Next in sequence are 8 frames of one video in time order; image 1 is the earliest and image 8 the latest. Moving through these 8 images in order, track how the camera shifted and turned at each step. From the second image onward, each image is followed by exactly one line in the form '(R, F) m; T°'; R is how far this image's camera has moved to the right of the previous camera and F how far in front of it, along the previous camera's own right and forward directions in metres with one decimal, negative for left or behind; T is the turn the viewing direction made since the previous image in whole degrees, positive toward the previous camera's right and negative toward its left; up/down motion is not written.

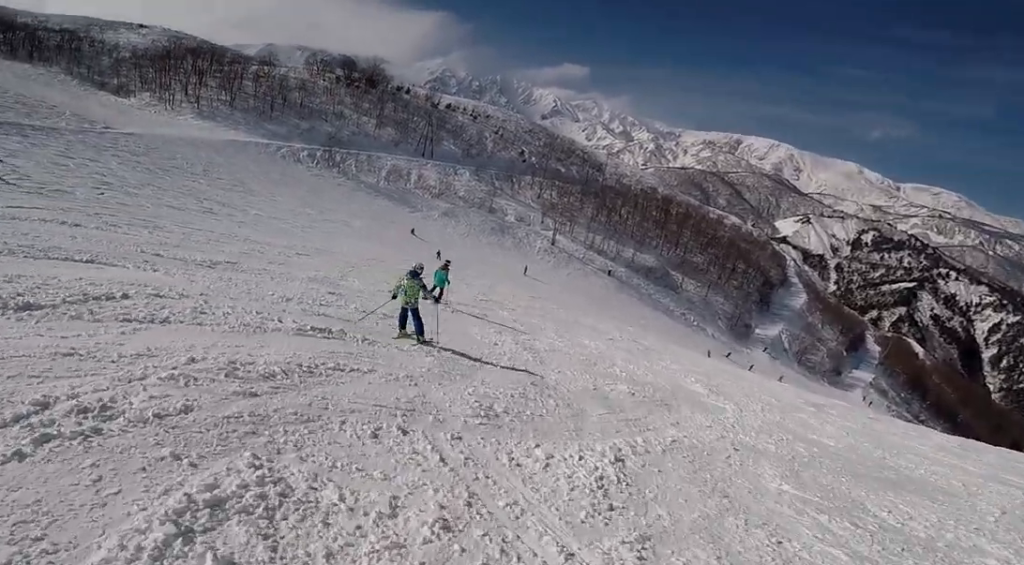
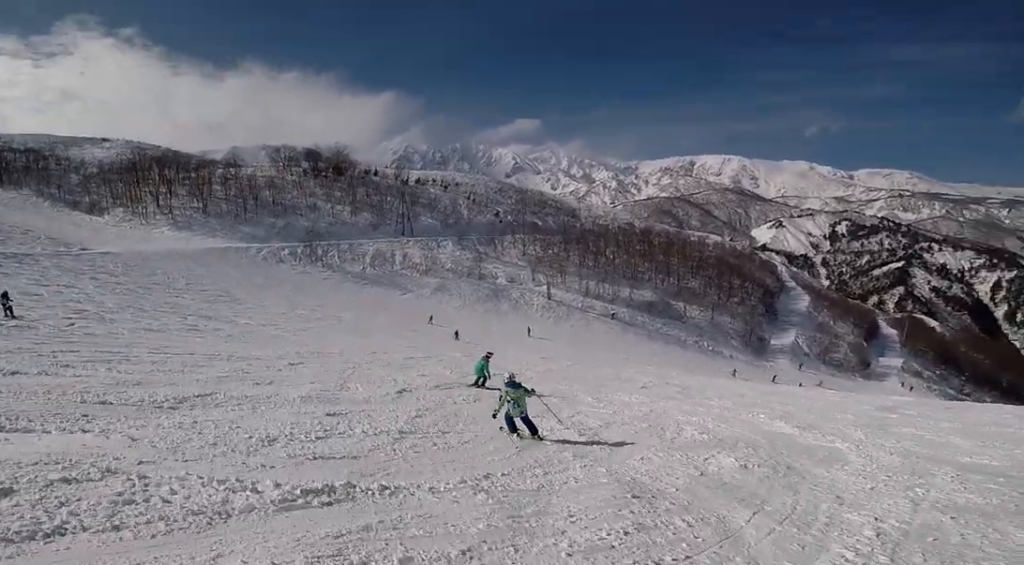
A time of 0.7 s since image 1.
(0.0, +2.6) m; +1°
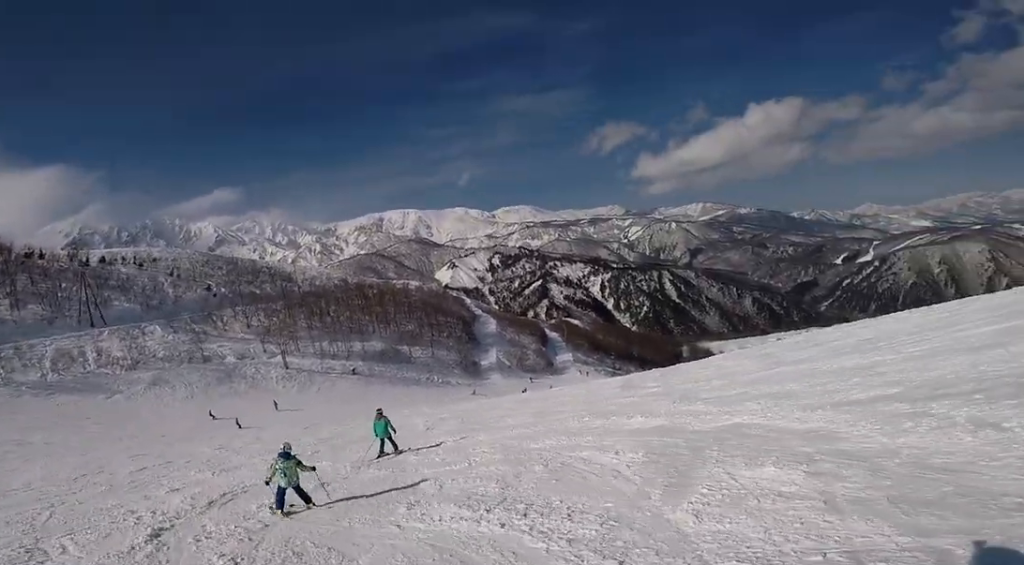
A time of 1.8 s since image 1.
(+0.1, +4.6) m; +18°
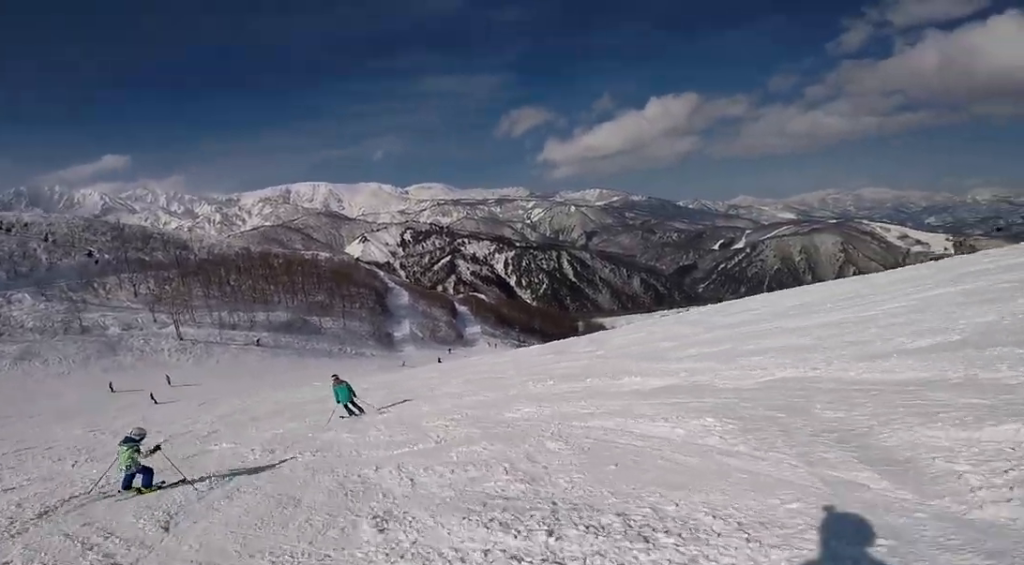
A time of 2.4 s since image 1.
(+0.6, +2.3) m; +11°
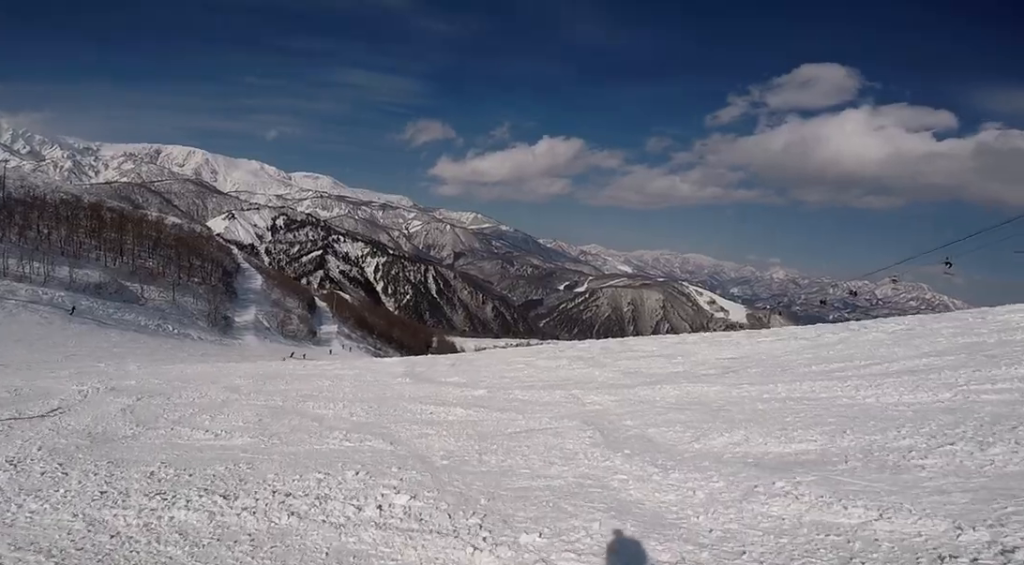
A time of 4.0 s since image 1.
(+1.0, +6.7) m; +4°
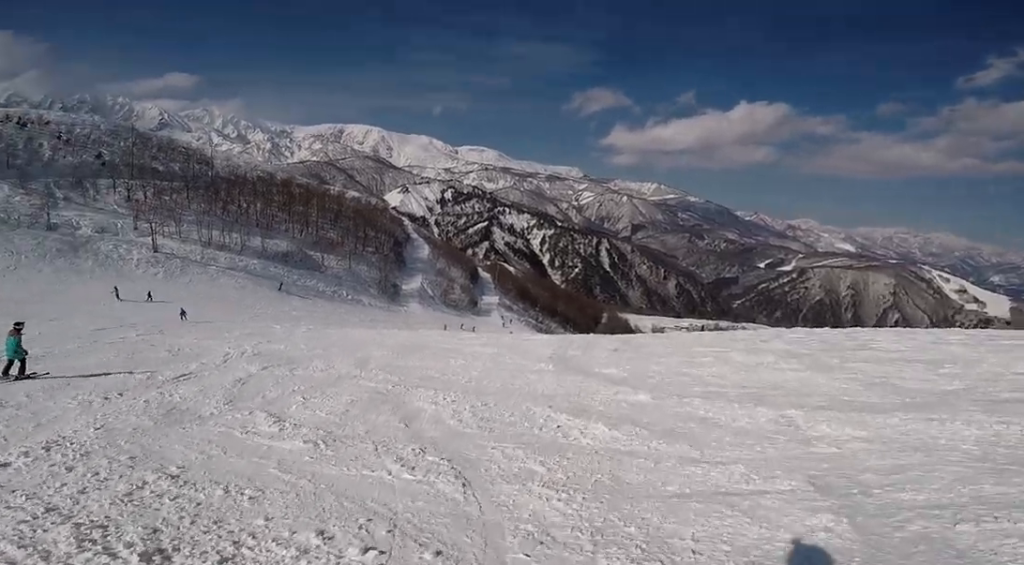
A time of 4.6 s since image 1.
(+0.1, +2.2) m; -11°
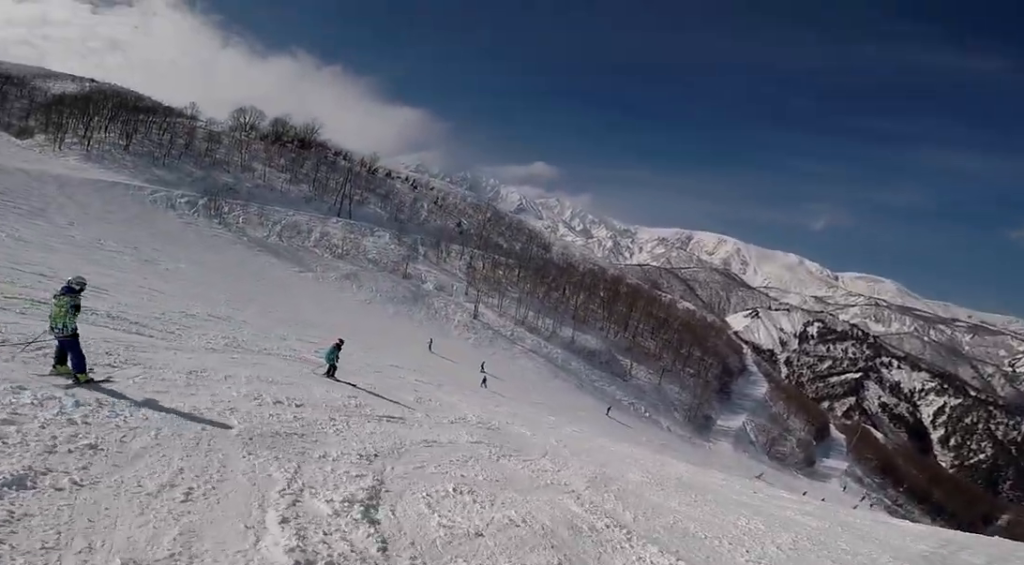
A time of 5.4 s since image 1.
(-0.6, +2.9) m; -28°
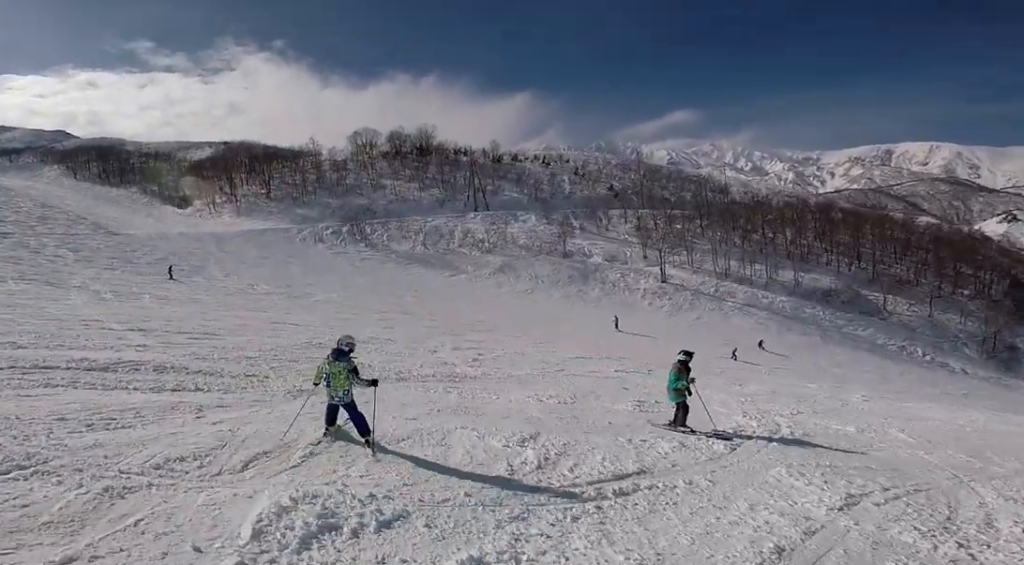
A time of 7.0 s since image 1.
(-2.7, +4.6) m; -42°
